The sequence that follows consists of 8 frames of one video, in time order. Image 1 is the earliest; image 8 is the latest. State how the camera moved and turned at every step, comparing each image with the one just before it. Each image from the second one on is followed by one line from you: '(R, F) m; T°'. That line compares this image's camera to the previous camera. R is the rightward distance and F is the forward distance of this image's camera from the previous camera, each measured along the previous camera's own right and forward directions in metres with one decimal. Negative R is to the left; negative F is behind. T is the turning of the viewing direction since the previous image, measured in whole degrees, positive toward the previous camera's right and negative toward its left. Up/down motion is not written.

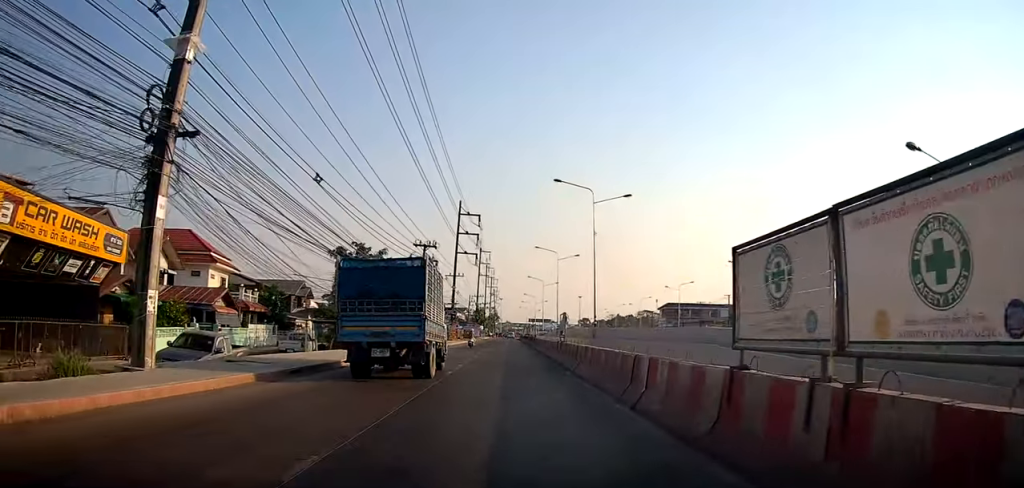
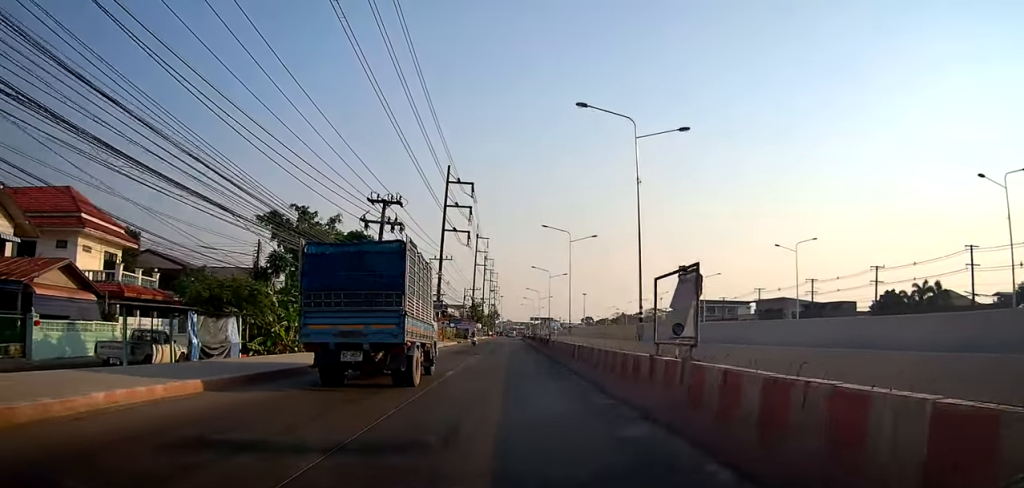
(-0.1, +16.3) m; -1°
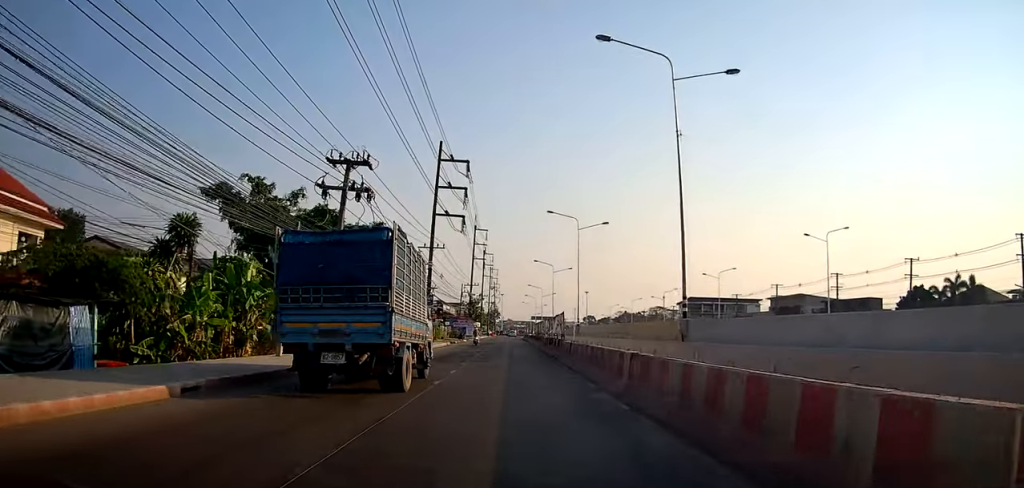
(-0.1, +7.8) m; 0°
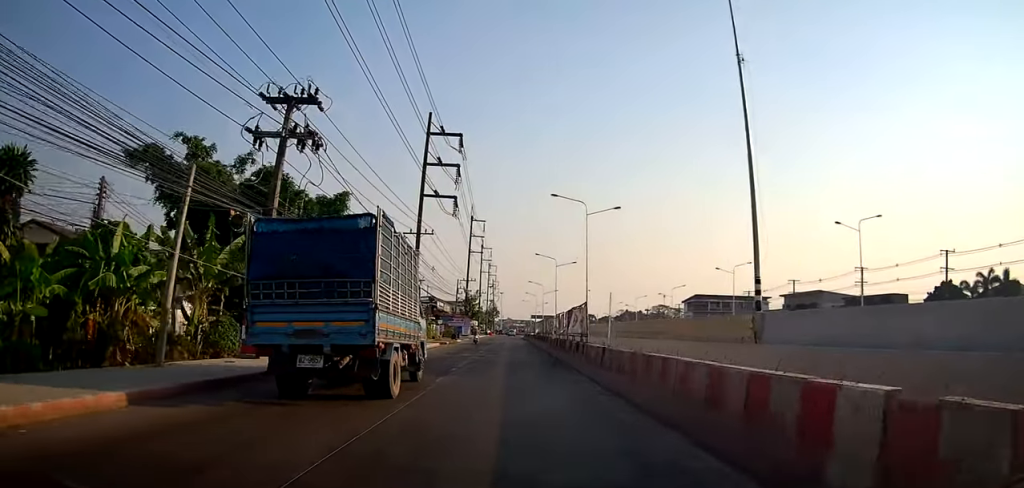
(+0.4, +7.2) m; 0°
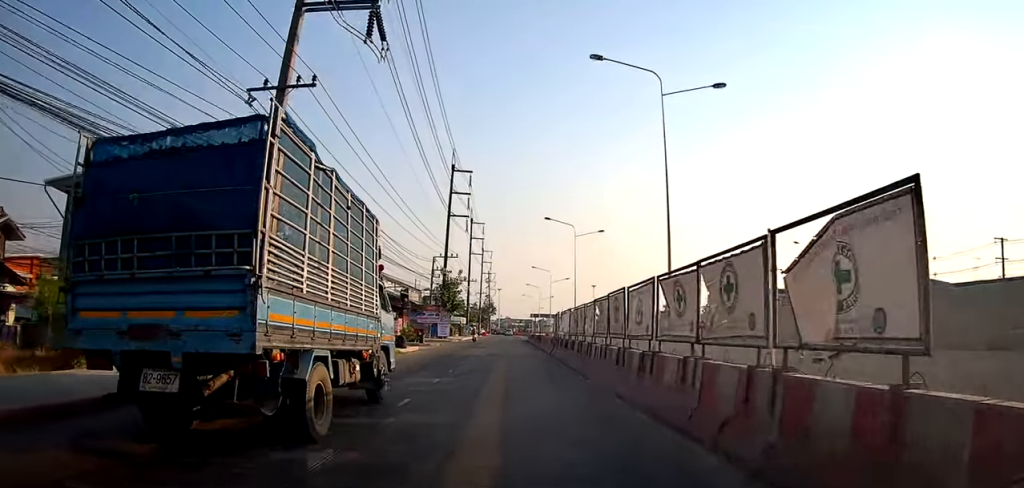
(+0.2, +28.3) m; +3°
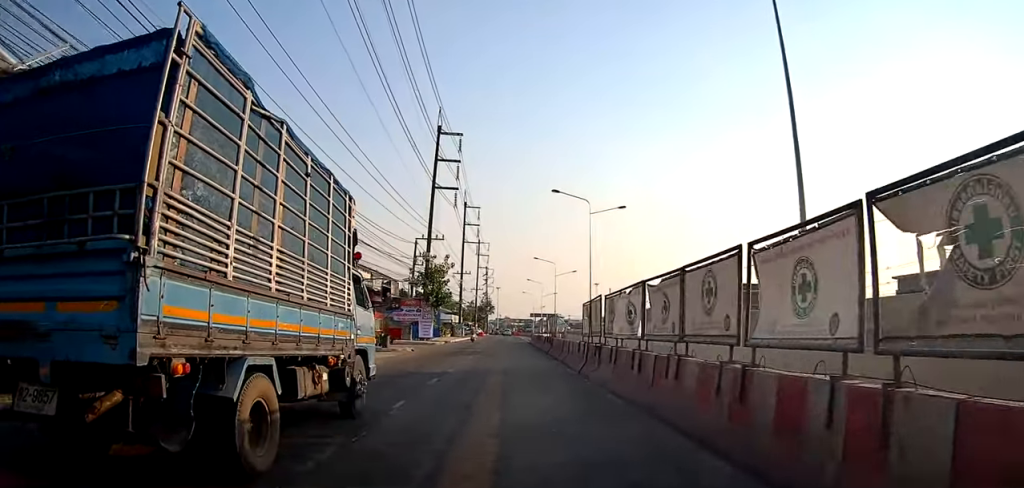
(0.0, +12.2) m; -3°
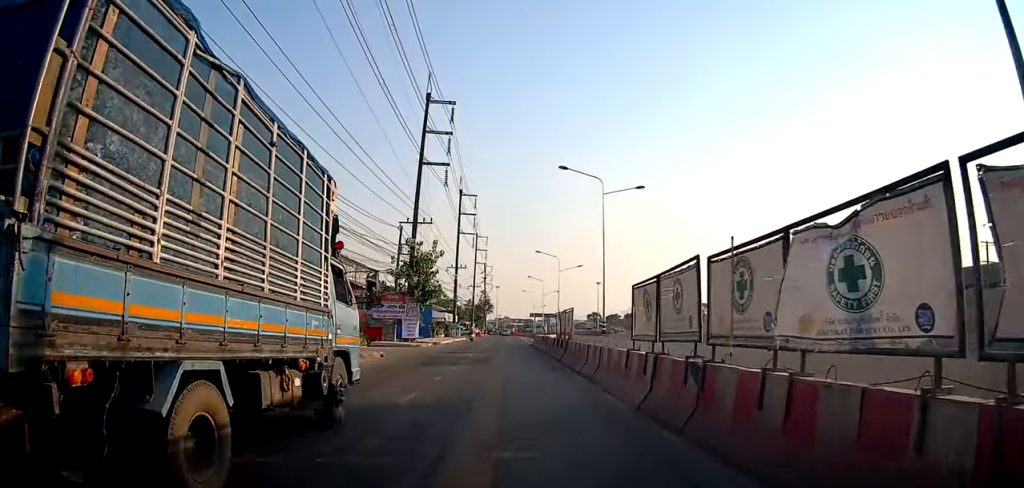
(-0.3, +7.2) m; 0°
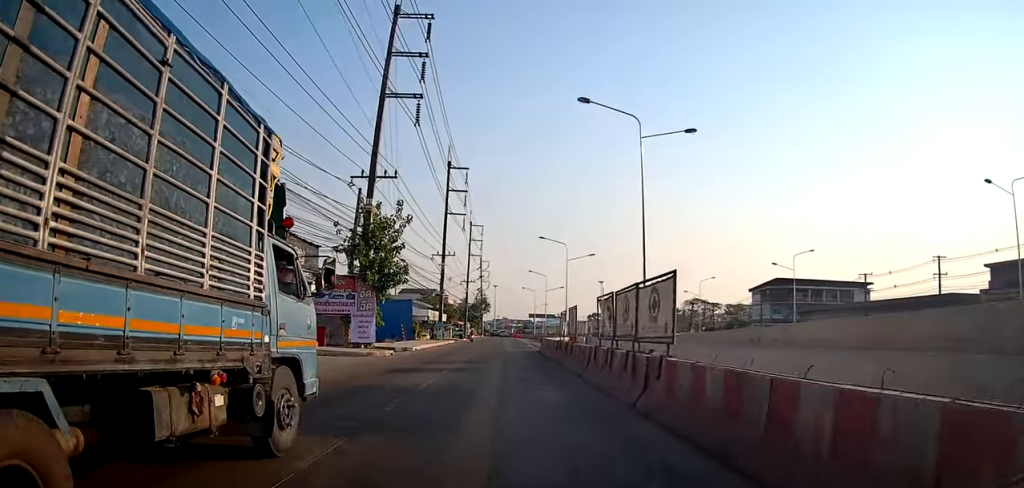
(+0.2, +13.0) m; 0°
